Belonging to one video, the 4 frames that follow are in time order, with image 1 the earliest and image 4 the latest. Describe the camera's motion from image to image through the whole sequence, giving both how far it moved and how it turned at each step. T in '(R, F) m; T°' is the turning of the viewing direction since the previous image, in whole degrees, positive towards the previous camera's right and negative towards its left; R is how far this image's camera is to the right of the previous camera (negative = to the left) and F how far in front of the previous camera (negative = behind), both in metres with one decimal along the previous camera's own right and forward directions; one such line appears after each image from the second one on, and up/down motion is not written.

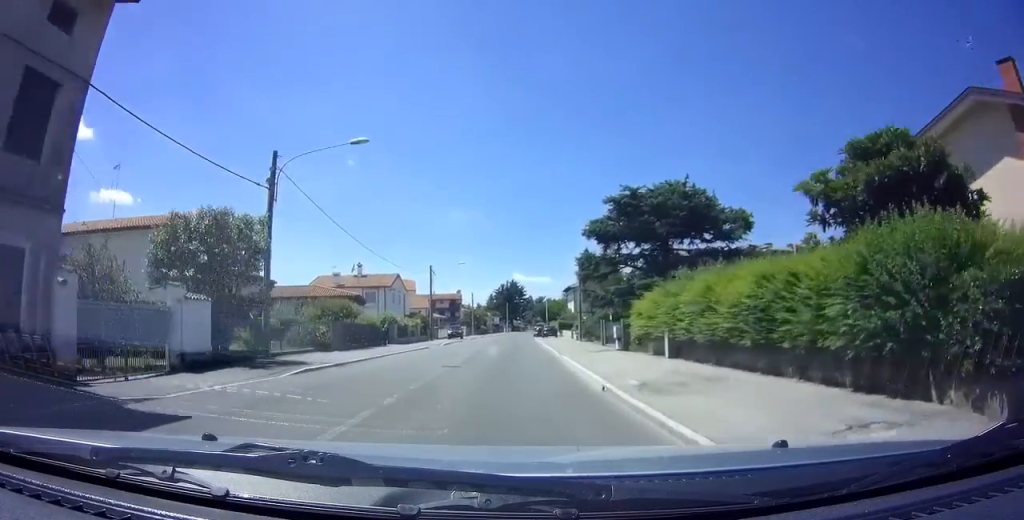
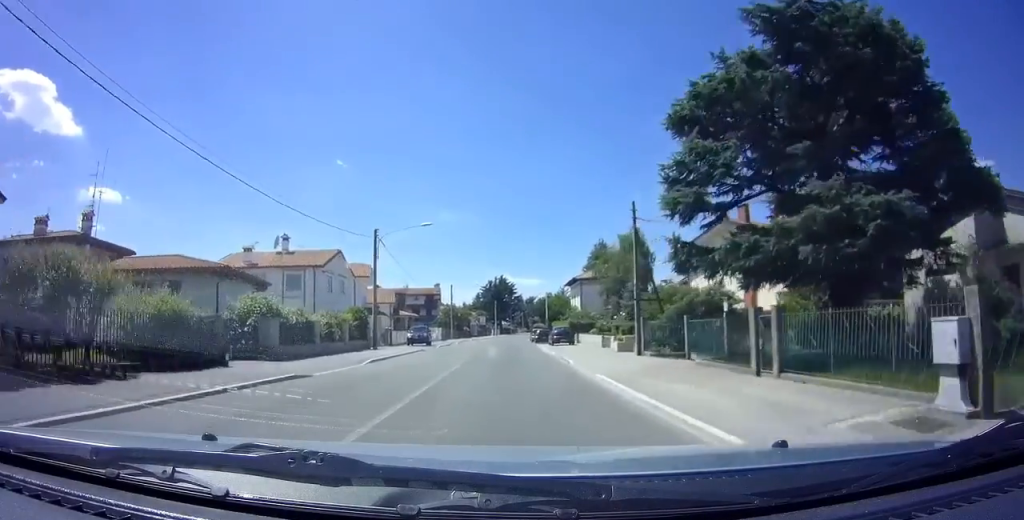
(+0.6, +21.3) m; +1°
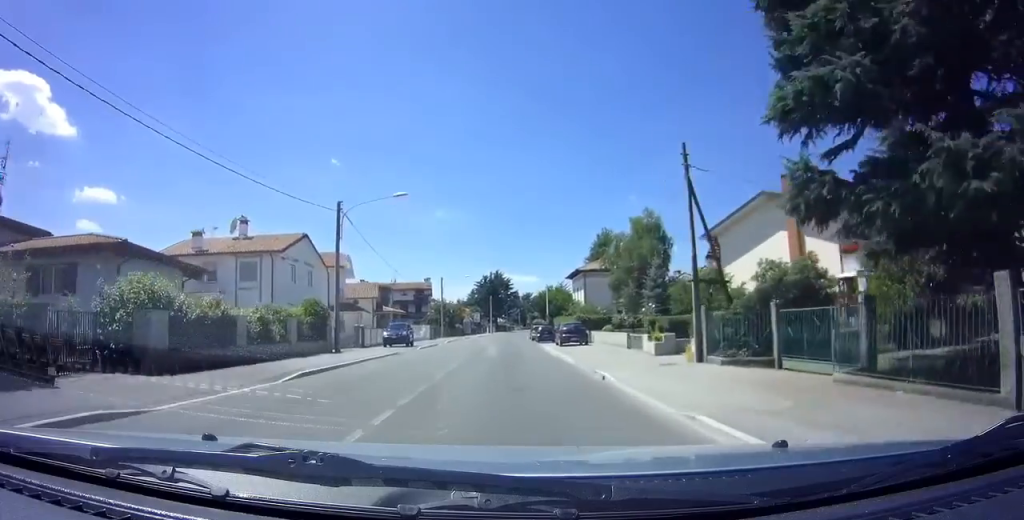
(-0.2, +7.5) m; -1°
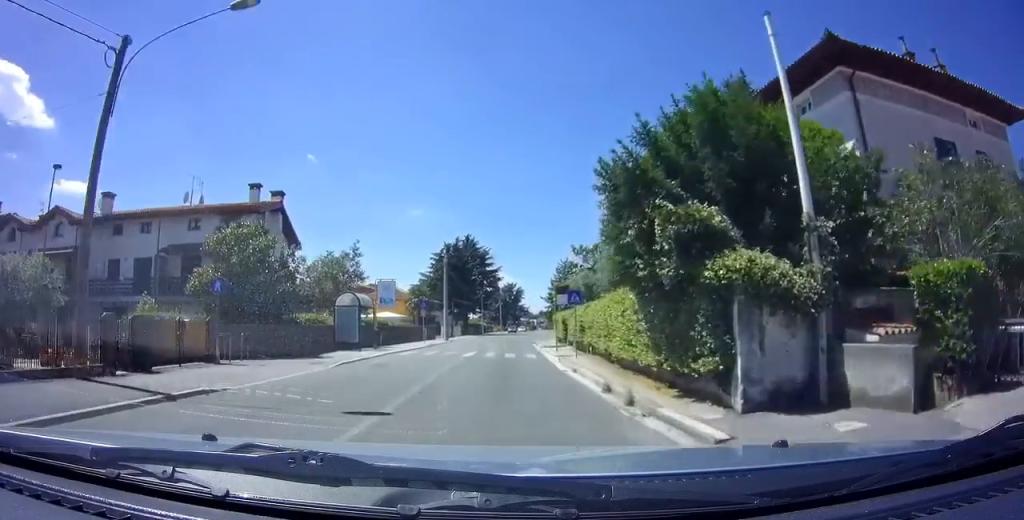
(+2.2, +60.7) m; +6°
